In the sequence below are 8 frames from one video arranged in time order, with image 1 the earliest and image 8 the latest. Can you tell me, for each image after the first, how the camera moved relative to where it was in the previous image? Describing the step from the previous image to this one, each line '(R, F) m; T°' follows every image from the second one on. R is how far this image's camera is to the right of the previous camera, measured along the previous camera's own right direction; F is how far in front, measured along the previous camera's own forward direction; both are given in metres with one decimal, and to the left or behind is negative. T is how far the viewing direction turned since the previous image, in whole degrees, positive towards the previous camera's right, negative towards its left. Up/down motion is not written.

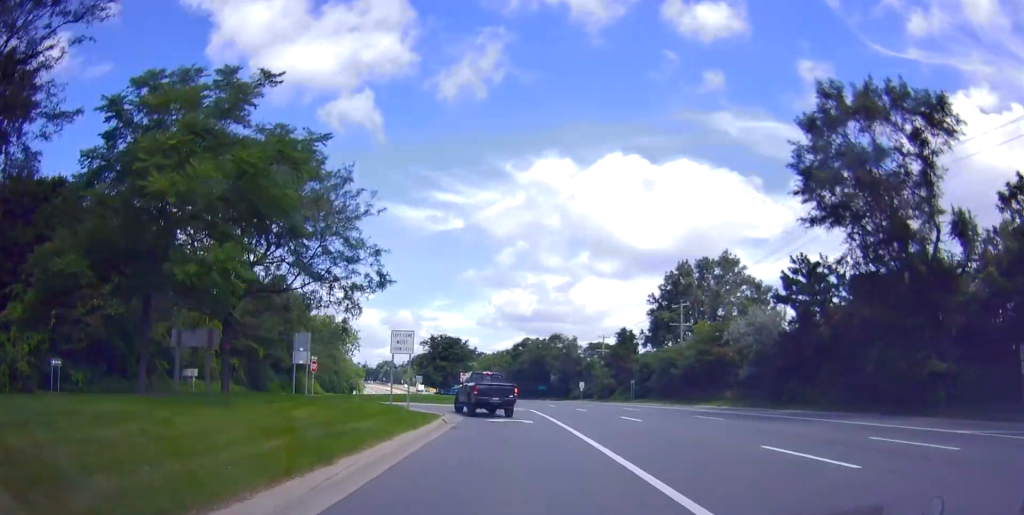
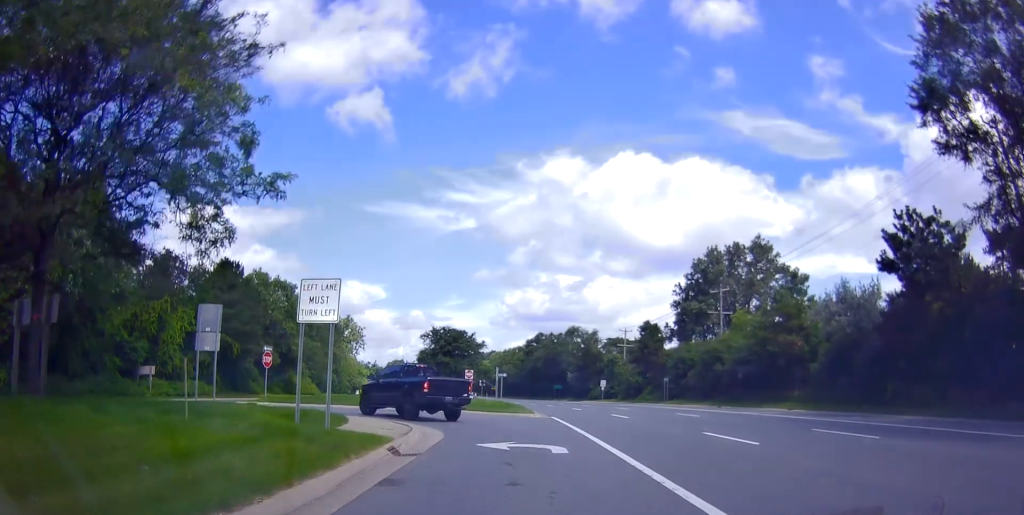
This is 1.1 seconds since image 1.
(+0.1, +15.7) m; -2°
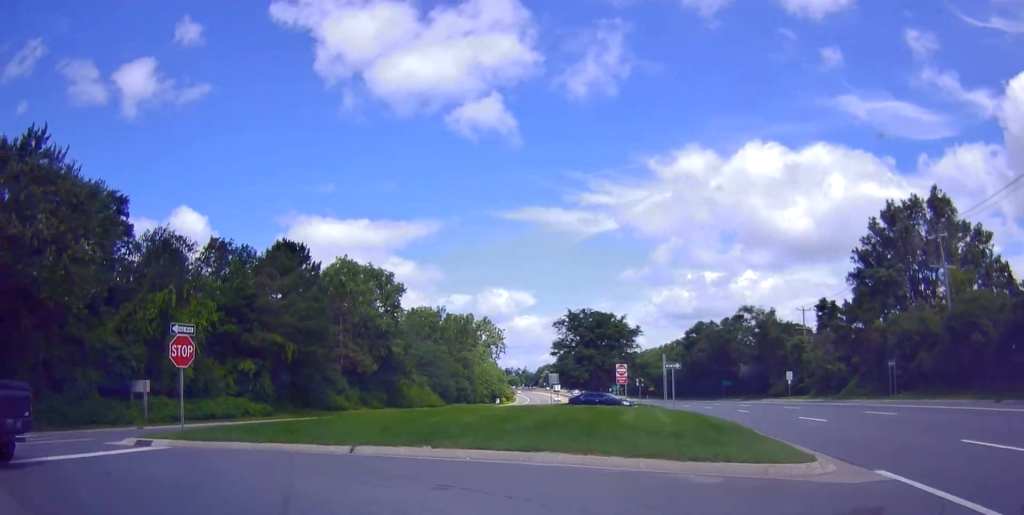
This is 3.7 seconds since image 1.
(+0.1, +32.2) m; +2°
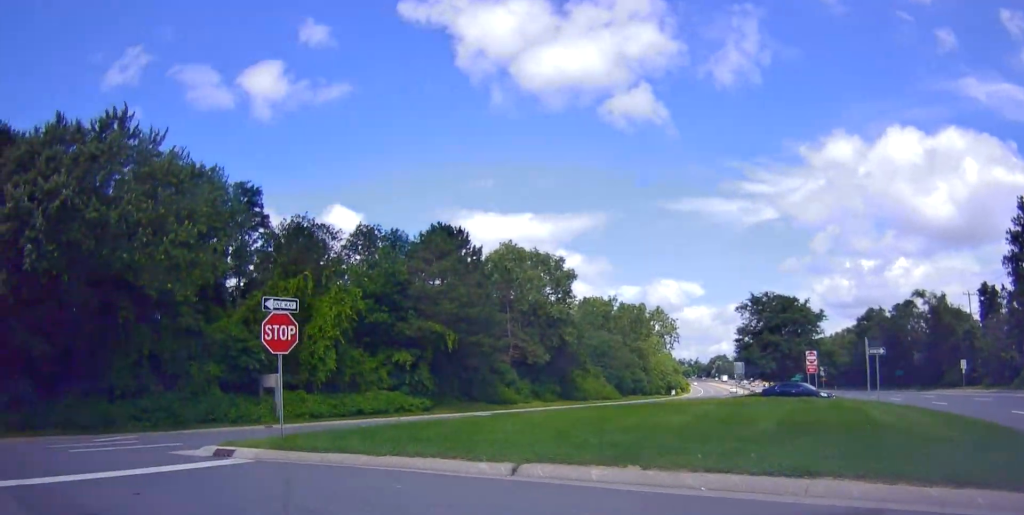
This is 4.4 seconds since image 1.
(+0.1, +7.5) m; -4°
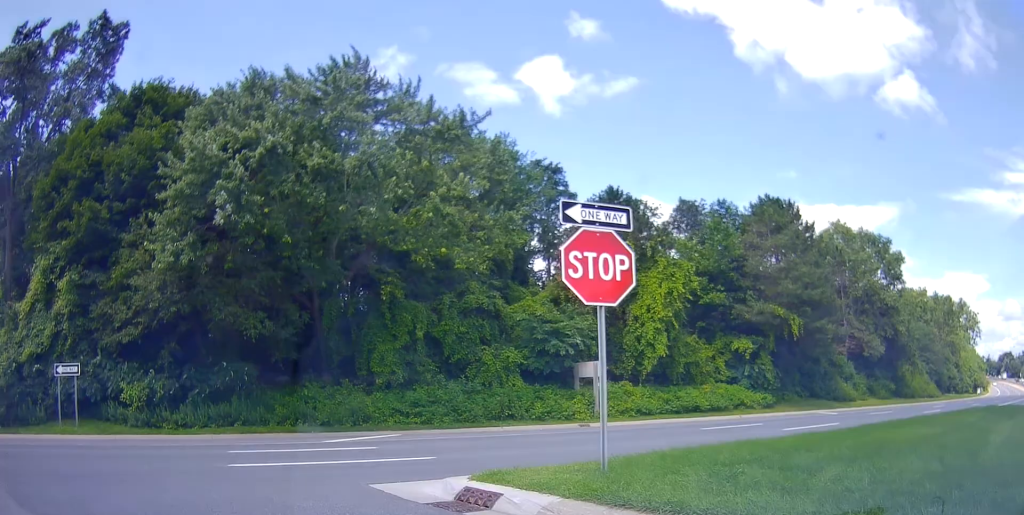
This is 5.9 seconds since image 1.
(-1.8, +13.6) m; -6°
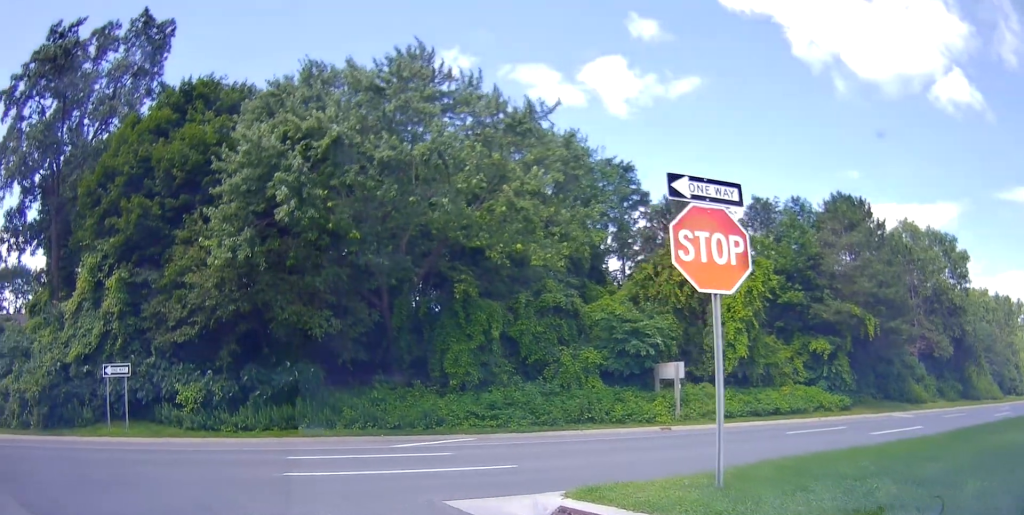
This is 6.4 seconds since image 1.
(+0.1, +4.2) m; -5°
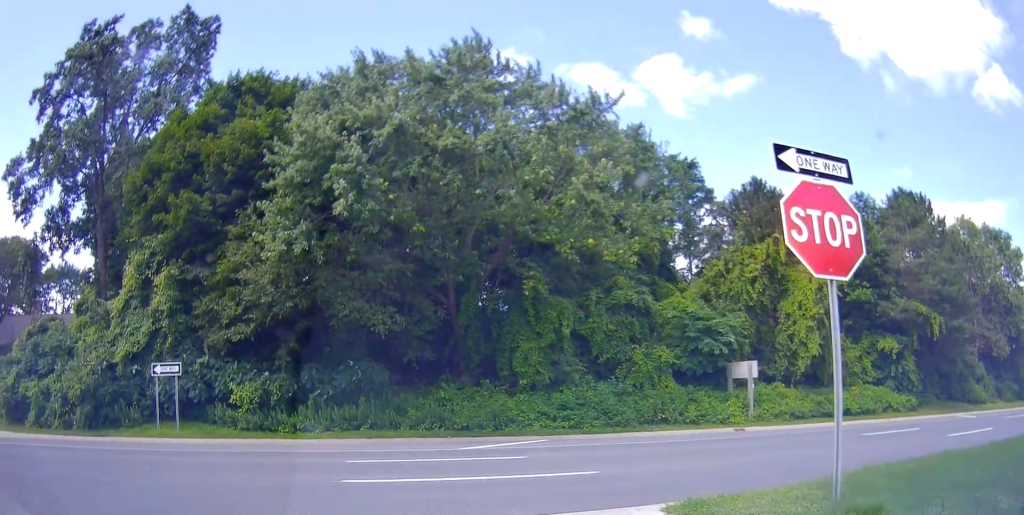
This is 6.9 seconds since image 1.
(+0.7, +3.4) m; -9°
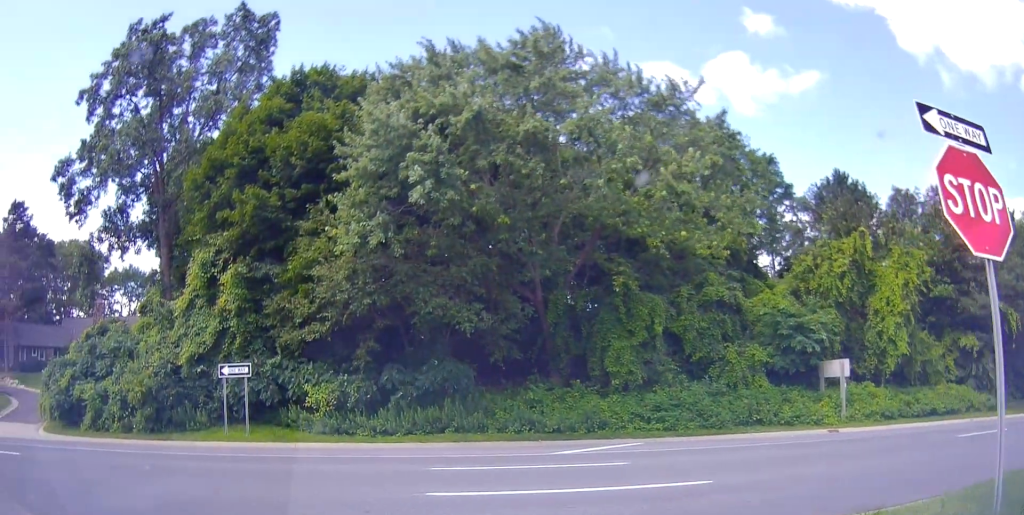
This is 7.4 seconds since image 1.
(0.0, +3.1) m; -14°
